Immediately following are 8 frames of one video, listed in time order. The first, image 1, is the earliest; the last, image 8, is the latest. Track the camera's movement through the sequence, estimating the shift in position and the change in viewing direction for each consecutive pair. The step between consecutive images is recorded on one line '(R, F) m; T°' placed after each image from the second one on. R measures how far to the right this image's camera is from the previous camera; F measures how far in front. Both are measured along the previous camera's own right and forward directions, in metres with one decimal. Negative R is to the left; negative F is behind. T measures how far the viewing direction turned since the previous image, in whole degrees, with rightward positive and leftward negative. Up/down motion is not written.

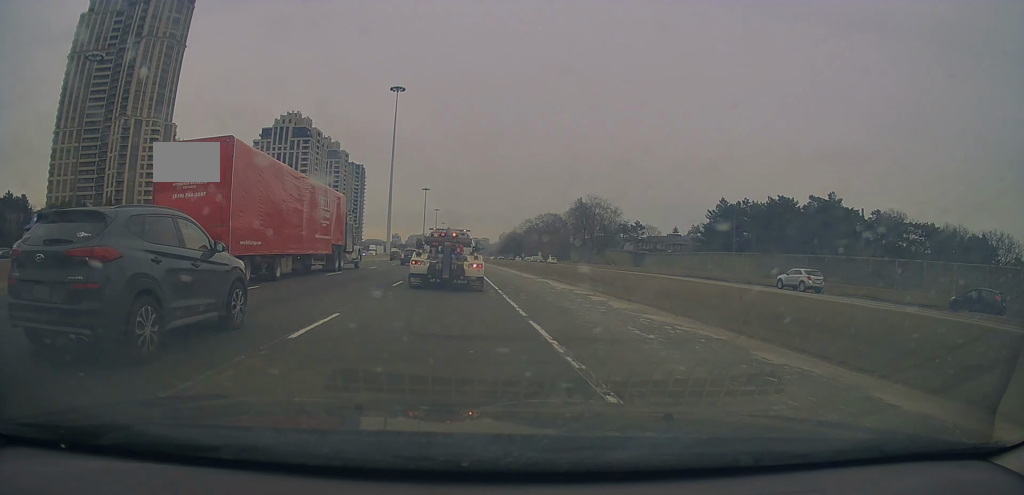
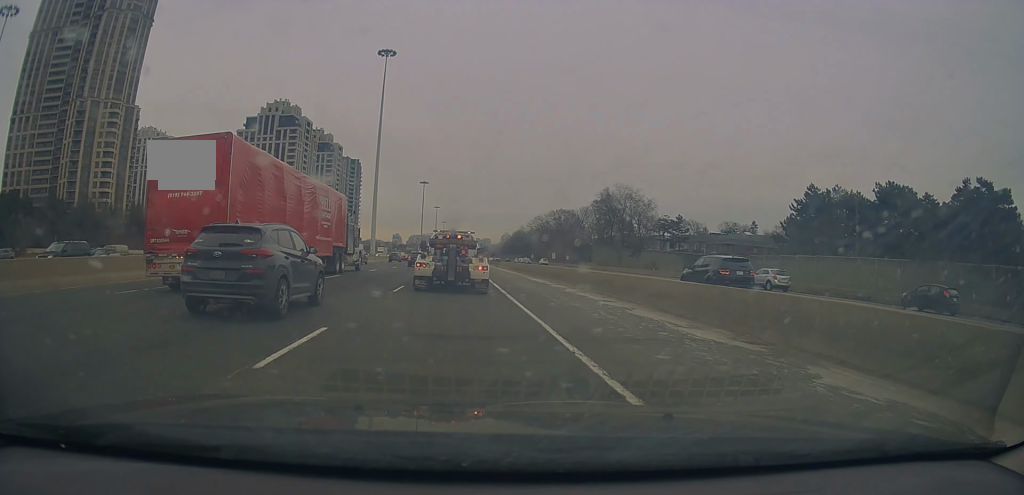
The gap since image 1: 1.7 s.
(-0.6, +28.0) m; -2°
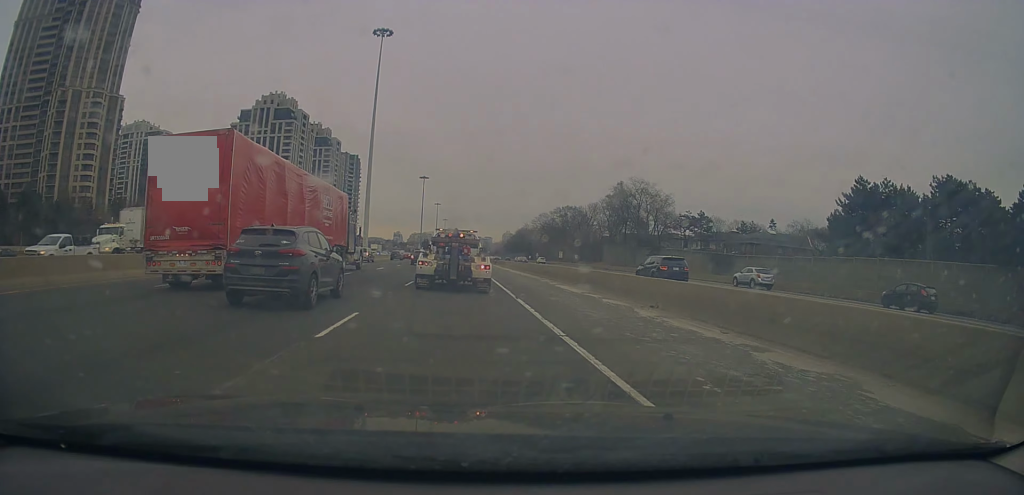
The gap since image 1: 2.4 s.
(+0.1, +9.2) m; +1°
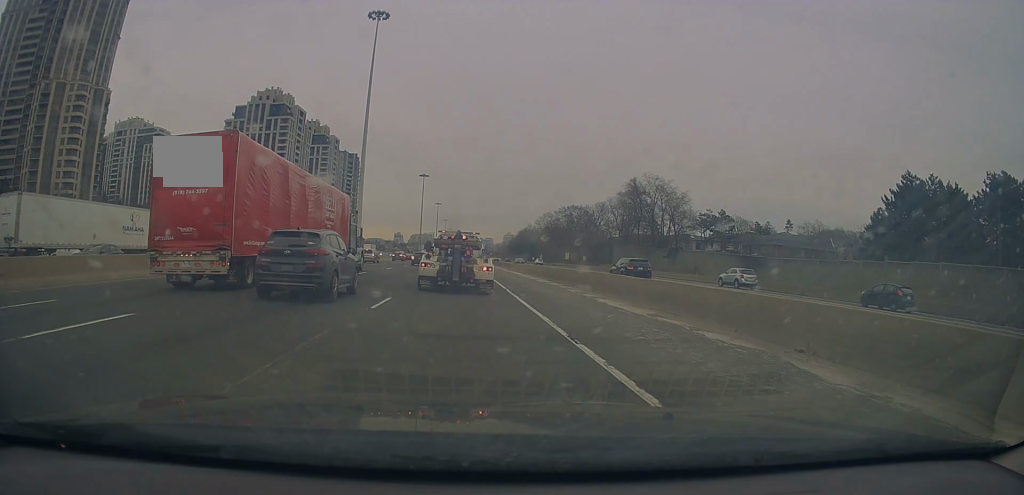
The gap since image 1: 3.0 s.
(0.0, +8.3) m; +1°
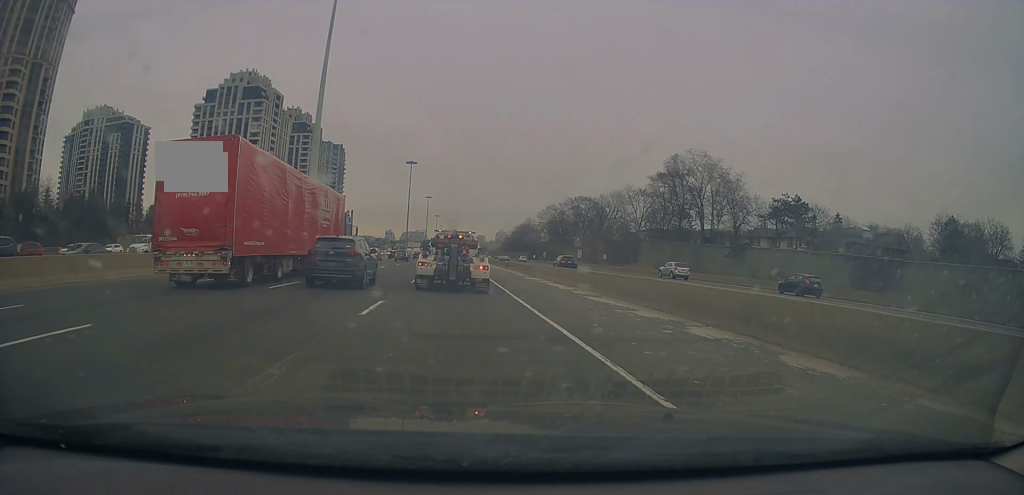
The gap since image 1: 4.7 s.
(+0.7, +22.4) m; +2°
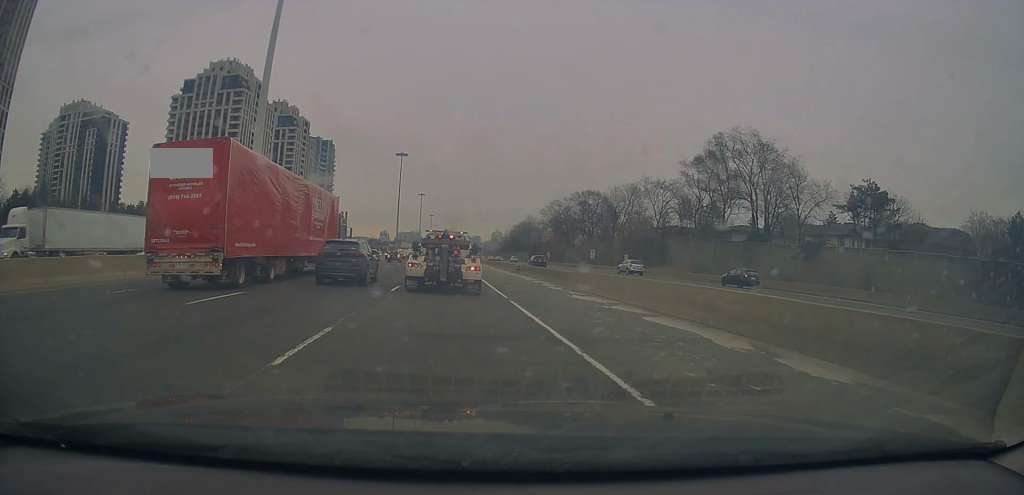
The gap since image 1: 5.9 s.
(-0.1, +16.5) m; -1°
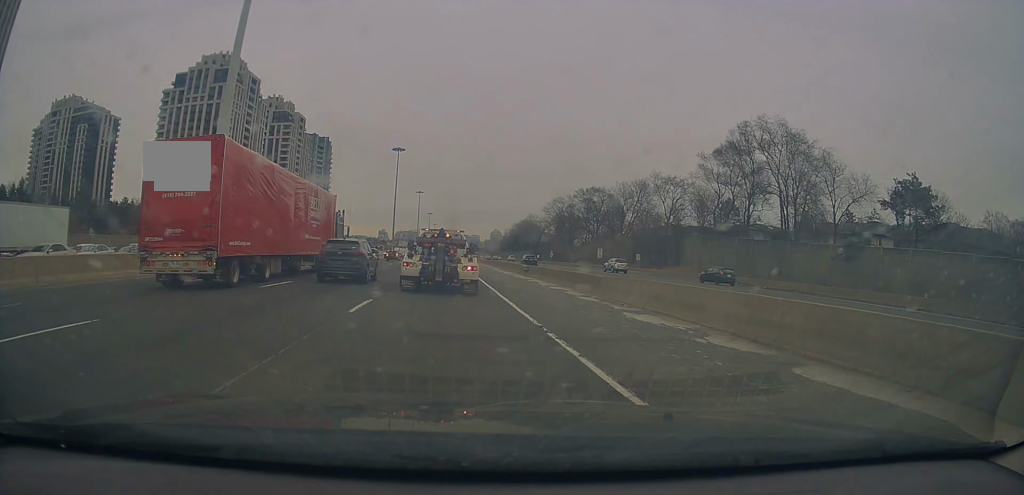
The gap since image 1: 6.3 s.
(-0.1, +7.3) m; 0°
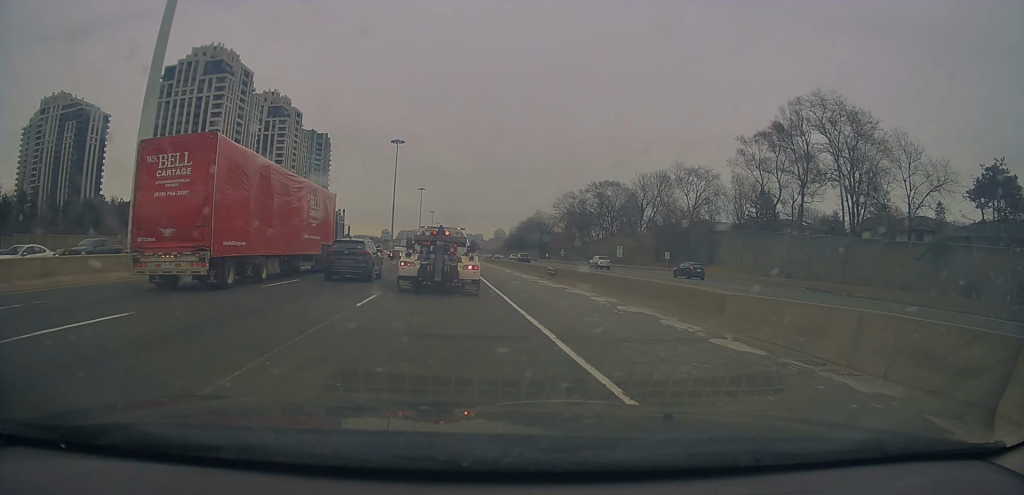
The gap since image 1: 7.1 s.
(0.0, +10.9) m; 0°
